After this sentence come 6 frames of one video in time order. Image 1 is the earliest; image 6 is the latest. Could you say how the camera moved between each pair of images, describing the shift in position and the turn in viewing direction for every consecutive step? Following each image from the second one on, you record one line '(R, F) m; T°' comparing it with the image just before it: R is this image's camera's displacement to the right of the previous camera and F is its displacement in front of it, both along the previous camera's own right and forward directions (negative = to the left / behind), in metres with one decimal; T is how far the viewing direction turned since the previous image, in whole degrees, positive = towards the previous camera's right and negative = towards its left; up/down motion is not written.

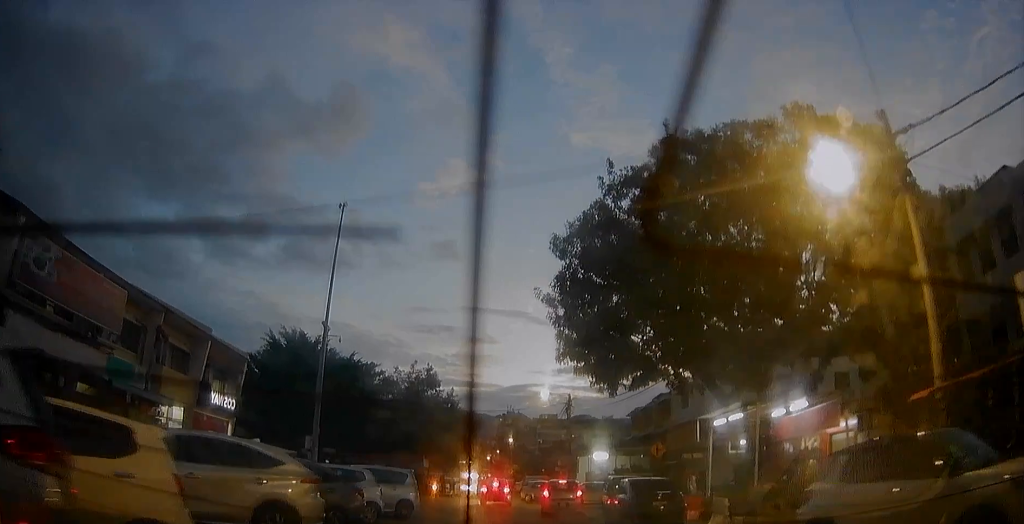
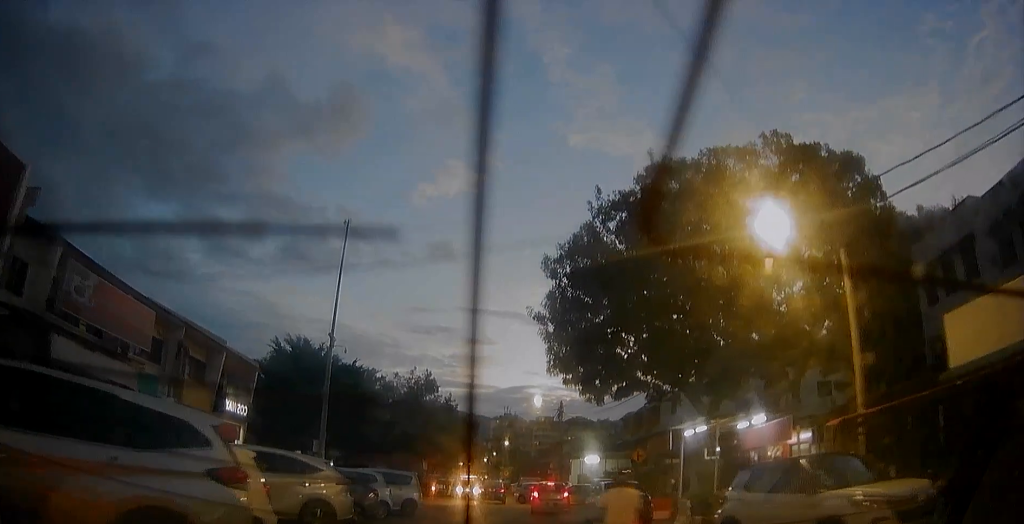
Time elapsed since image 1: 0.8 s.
(0.0, +2.0) m; 0°
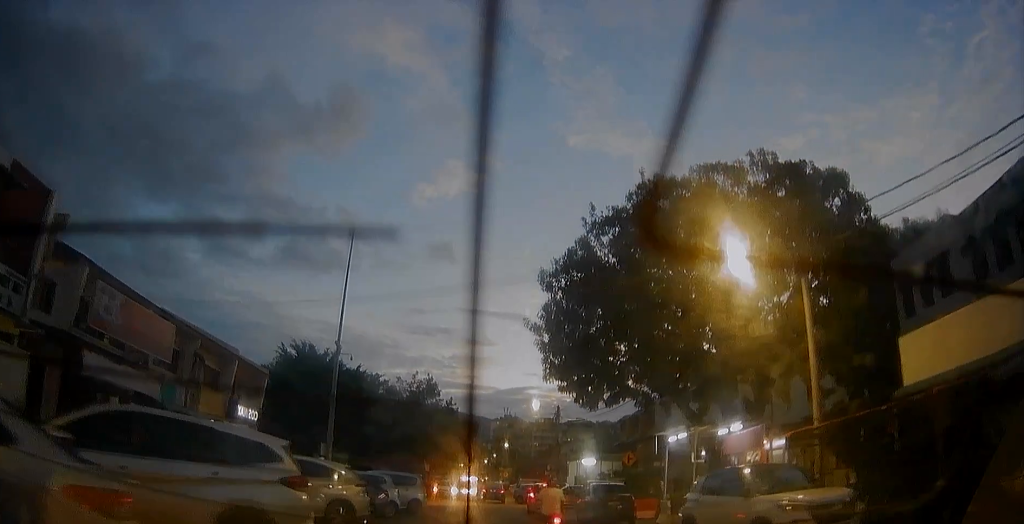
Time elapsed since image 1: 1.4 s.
(0.0, +1.6) m; 0°
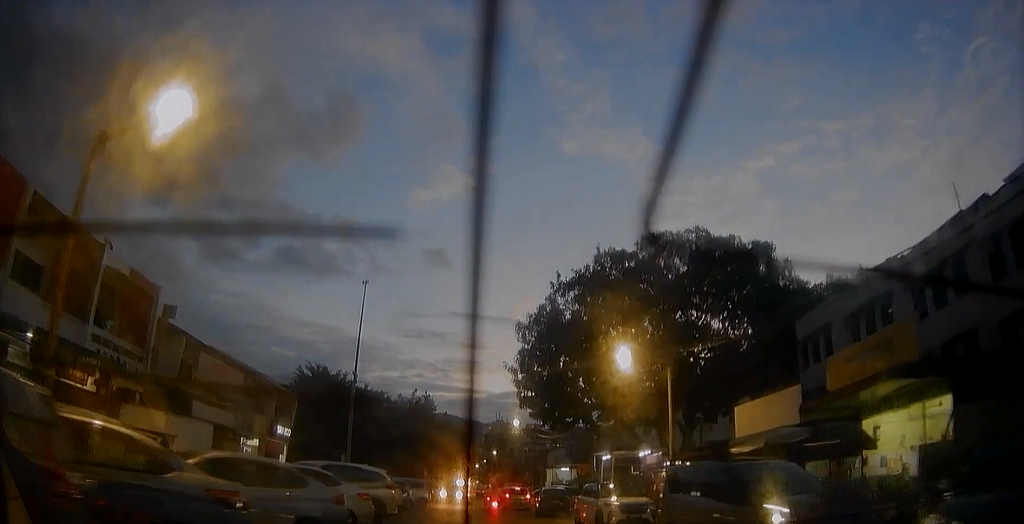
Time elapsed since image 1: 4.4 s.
(+0.1, +9.3) m; 0°
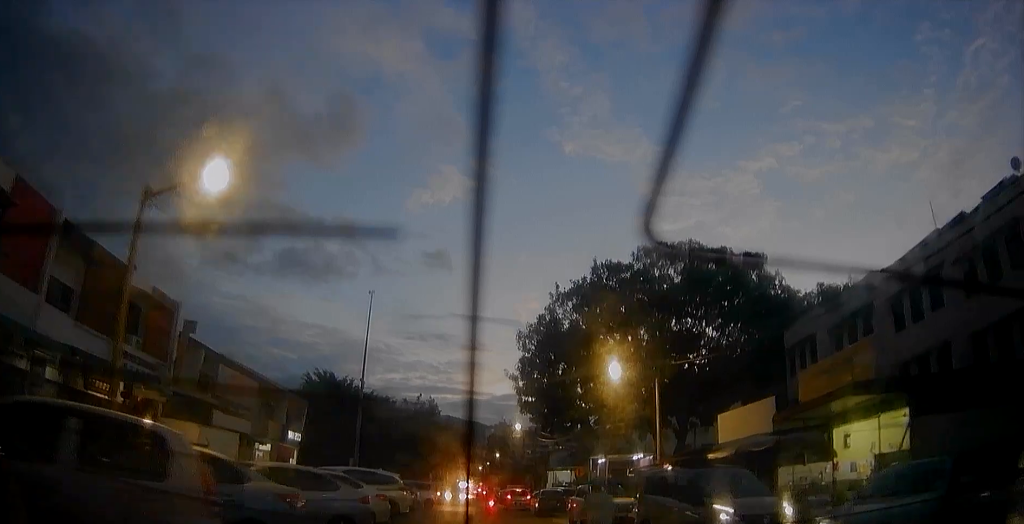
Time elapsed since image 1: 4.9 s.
(-0.1, +1.7) m; 0°
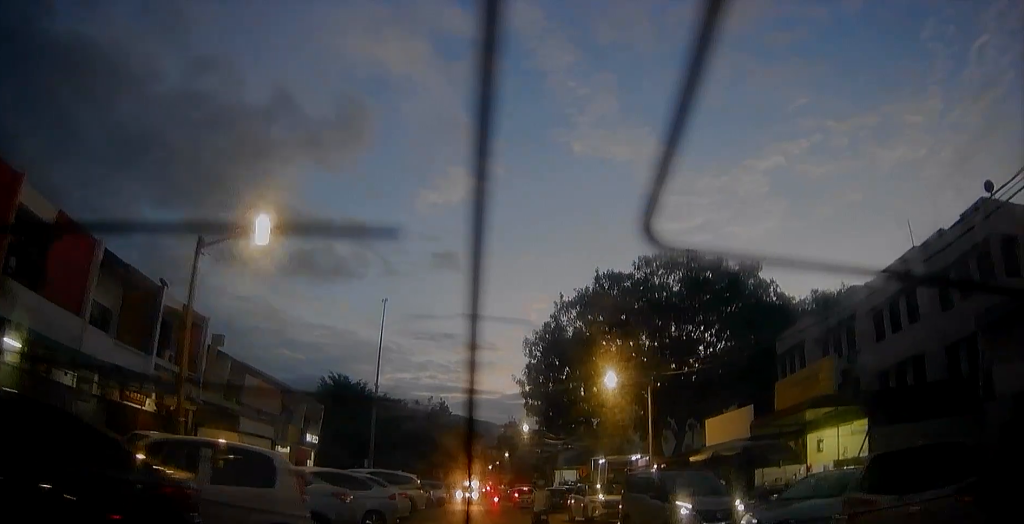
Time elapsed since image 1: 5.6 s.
(0.0, +2.4) m; +1°
